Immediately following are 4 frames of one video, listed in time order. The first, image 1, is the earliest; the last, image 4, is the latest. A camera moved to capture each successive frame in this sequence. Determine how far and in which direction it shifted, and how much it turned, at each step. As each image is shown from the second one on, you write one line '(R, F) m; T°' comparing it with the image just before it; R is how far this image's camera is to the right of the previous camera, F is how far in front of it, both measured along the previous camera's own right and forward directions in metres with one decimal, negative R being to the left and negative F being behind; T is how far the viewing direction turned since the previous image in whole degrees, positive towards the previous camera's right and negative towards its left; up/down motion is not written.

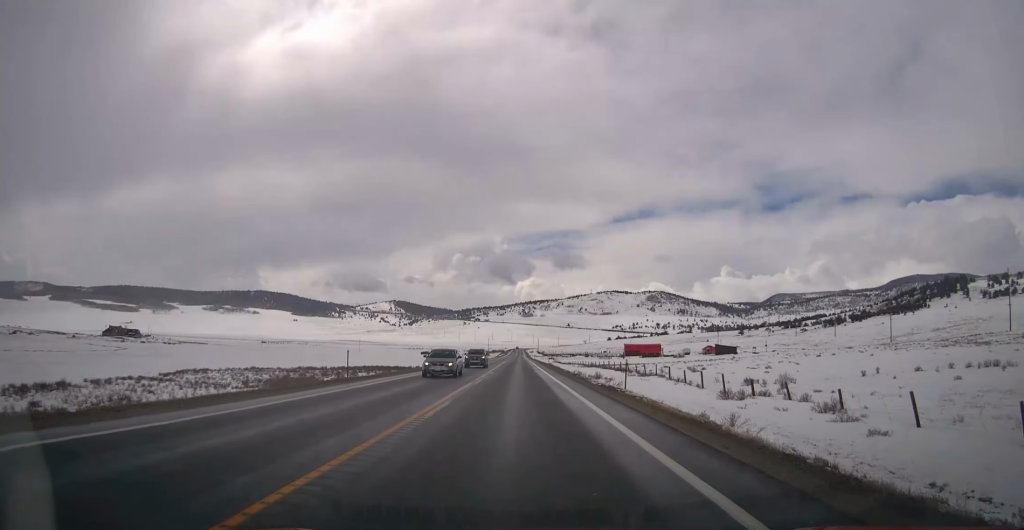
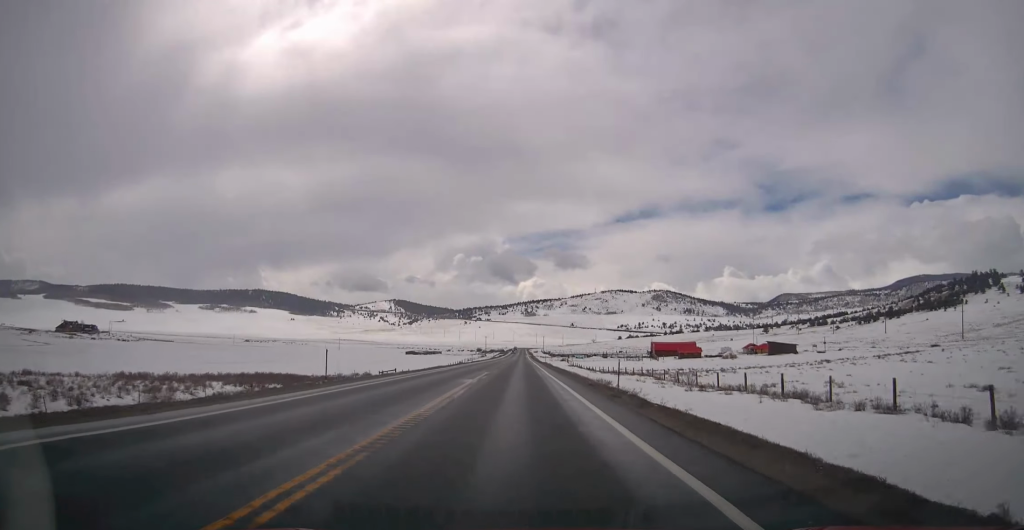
(0.0, +57.2) m; 0°
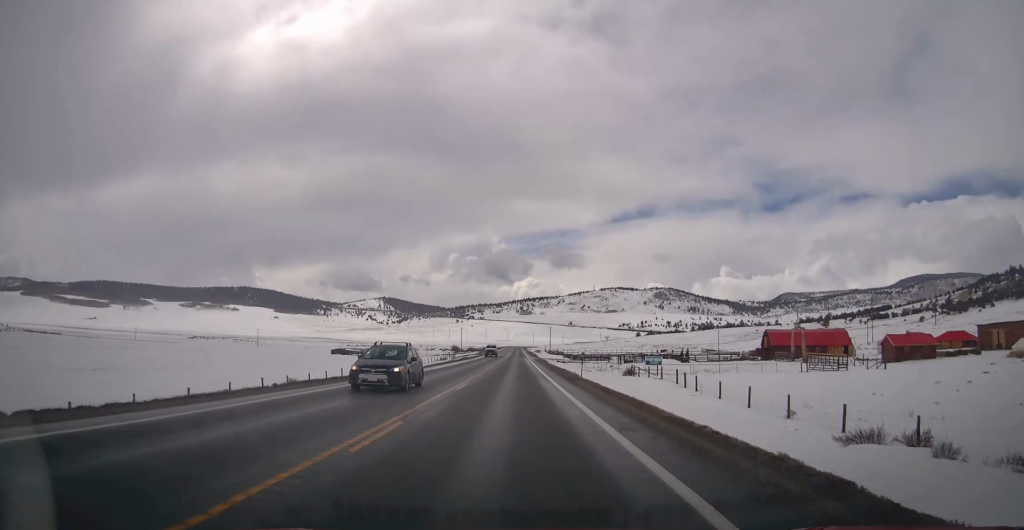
(-0.2, +117.4) m; 0°
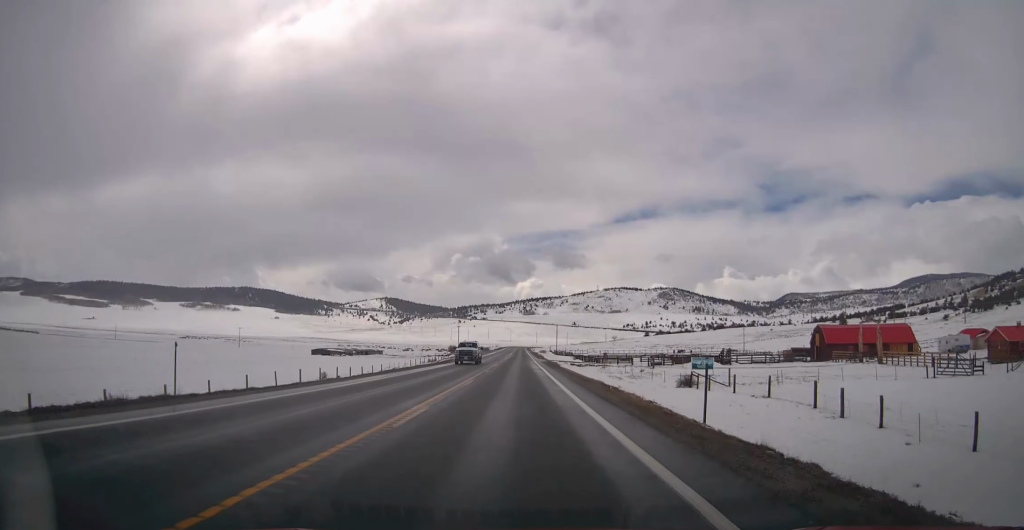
(0.0, +22.5) m; 0°
